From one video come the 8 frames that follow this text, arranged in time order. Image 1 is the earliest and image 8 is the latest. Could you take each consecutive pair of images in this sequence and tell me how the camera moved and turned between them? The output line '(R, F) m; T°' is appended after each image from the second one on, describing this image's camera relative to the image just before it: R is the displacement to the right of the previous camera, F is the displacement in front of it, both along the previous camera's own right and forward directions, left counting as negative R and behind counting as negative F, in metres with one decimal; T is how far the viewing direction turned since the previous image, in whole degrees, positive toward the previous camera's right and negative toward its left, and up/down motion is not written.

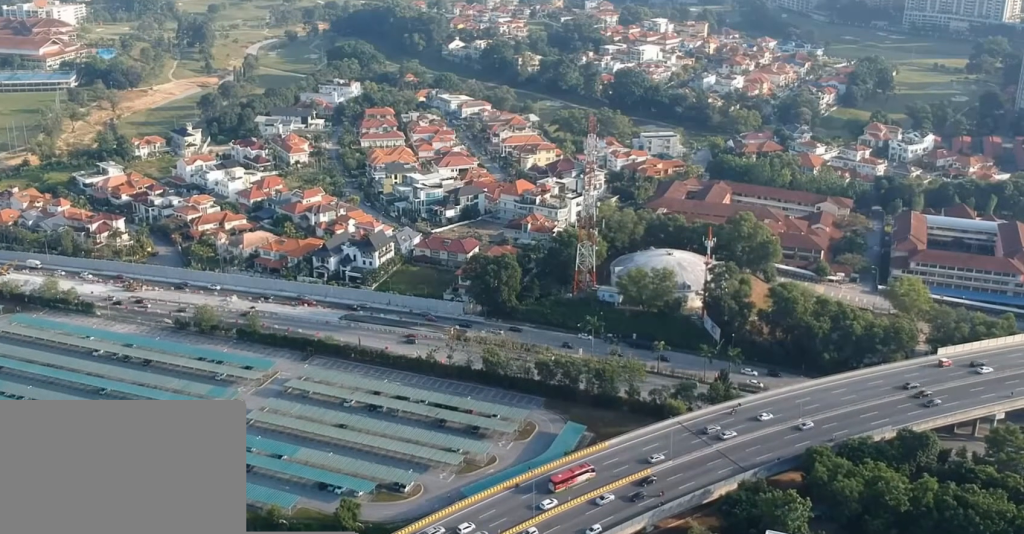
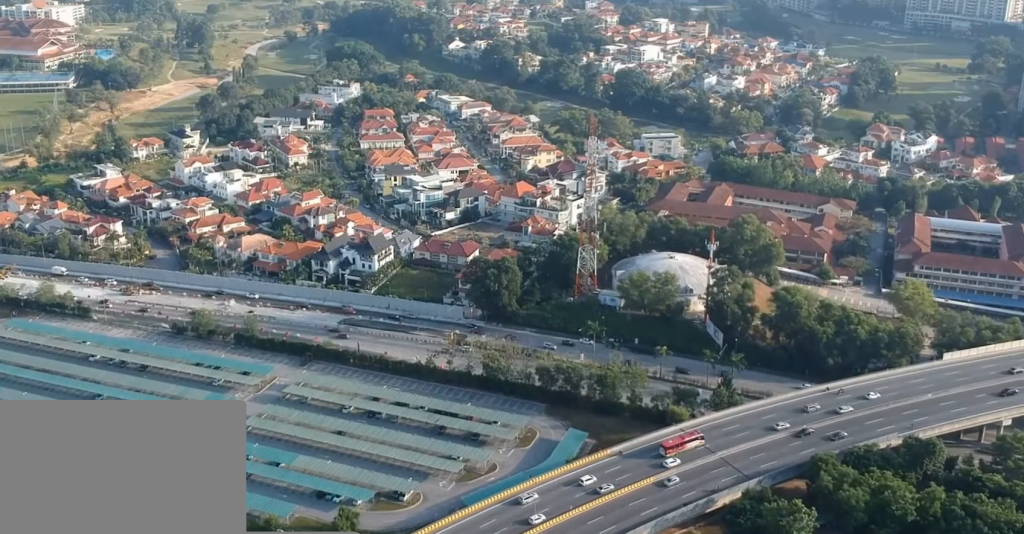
(-0.1, +3.8) m; -2°
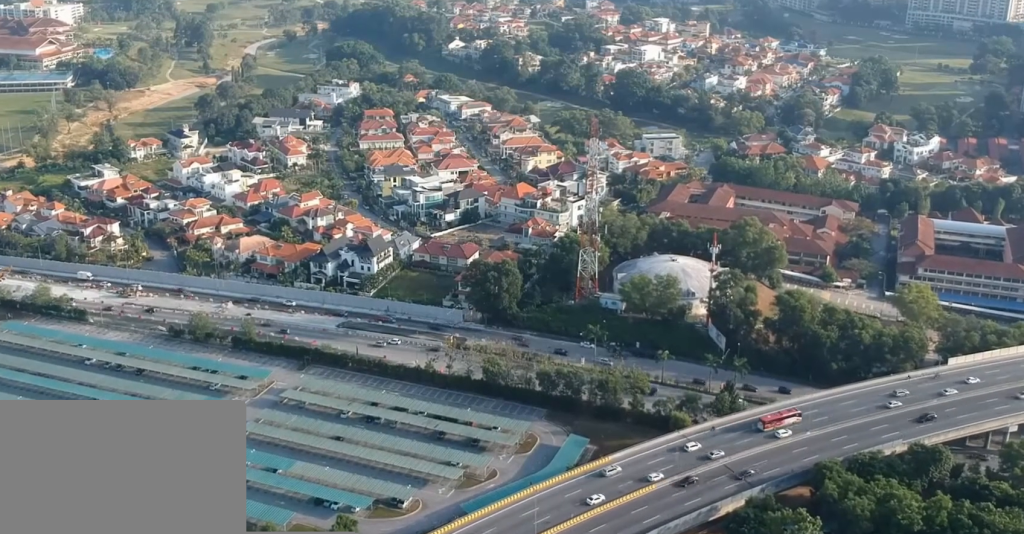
(0.0, +3.4) m; -1°
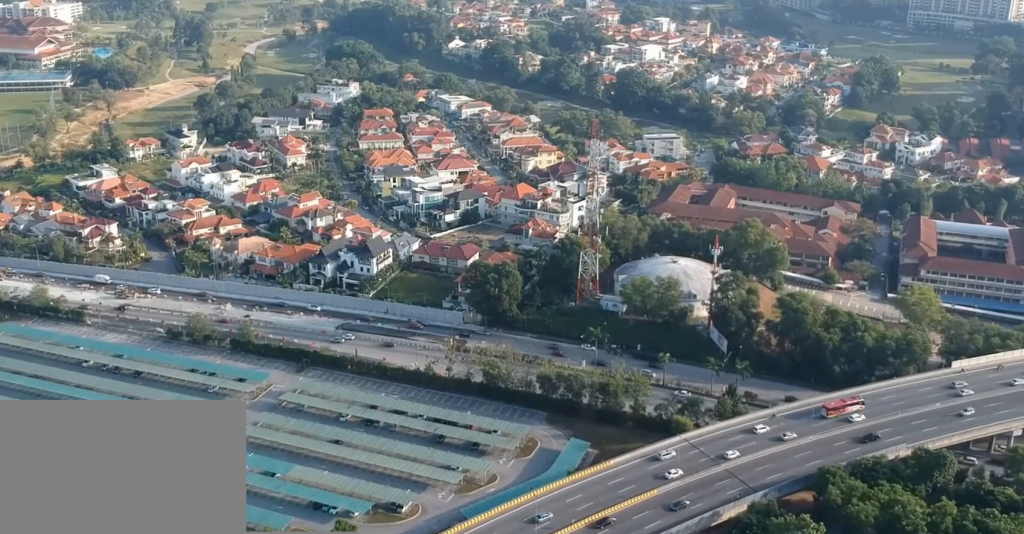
(0.0, +2.3) m; 0°
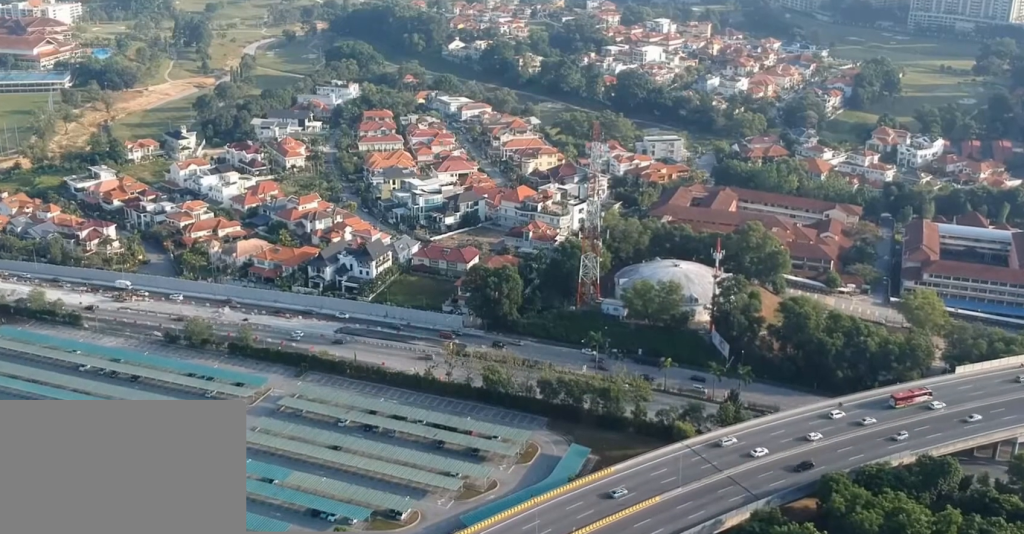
(0.0, +2.4) m; 0°
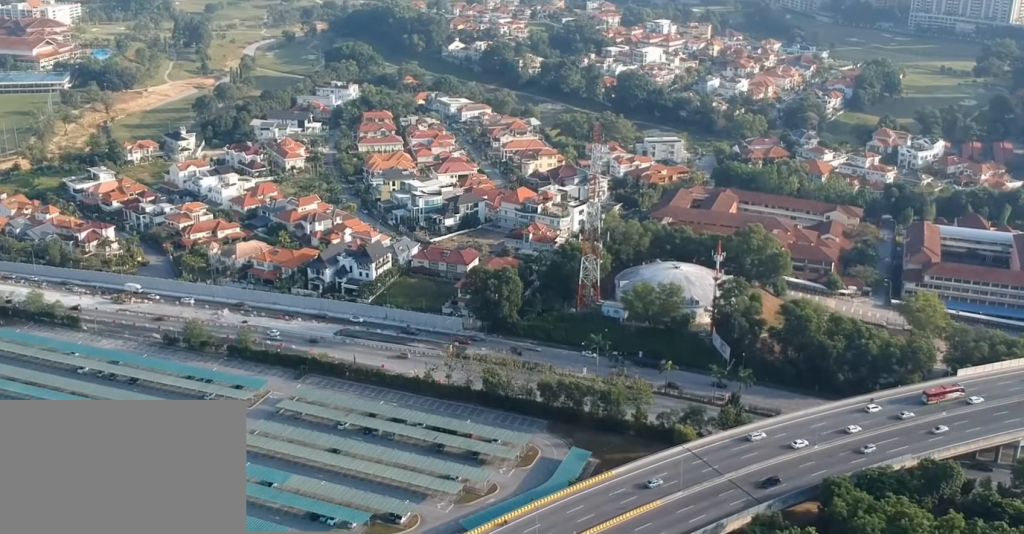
(0.0, +1.2) m; 0°
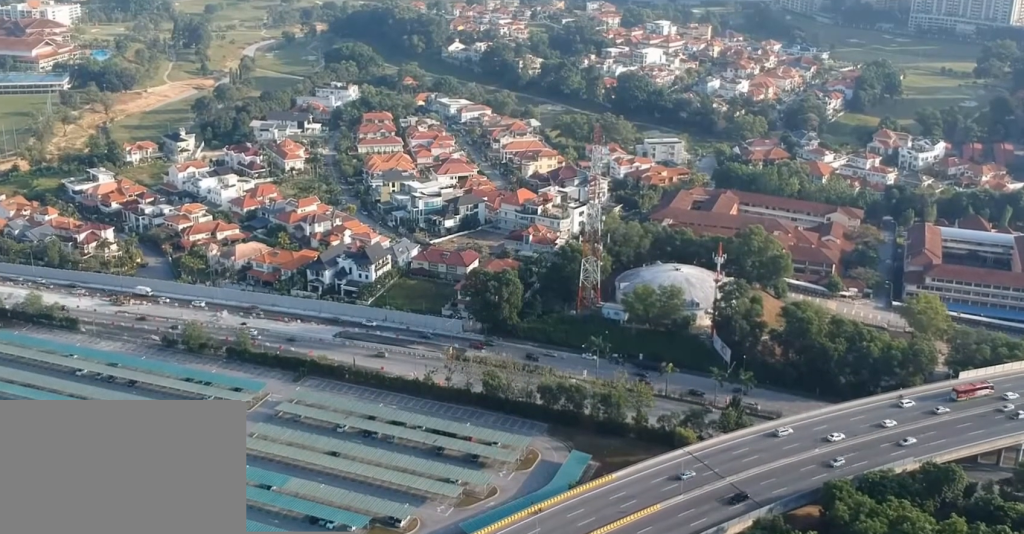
(0.0, +1.1) m; 0°
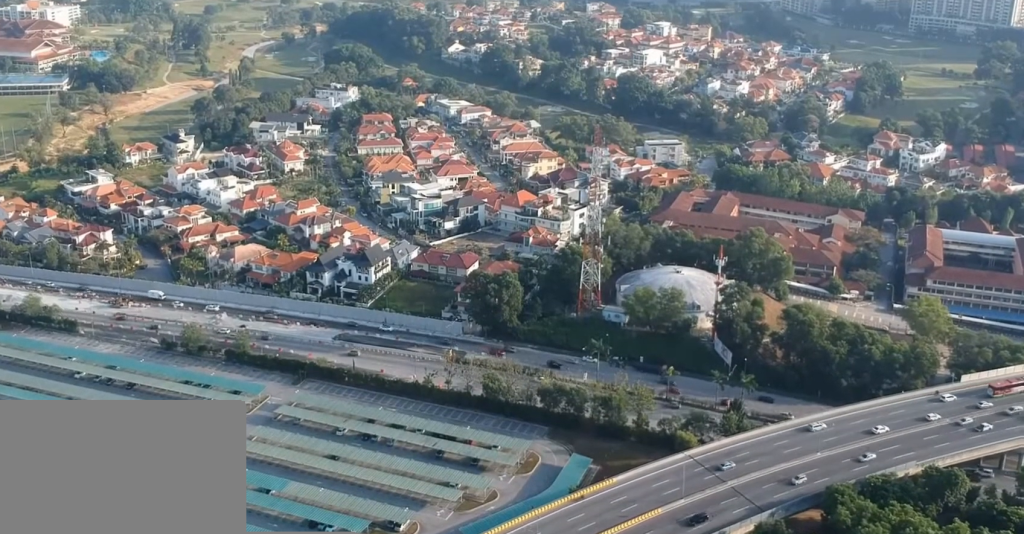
(0.0, +1.3) m; 0°
